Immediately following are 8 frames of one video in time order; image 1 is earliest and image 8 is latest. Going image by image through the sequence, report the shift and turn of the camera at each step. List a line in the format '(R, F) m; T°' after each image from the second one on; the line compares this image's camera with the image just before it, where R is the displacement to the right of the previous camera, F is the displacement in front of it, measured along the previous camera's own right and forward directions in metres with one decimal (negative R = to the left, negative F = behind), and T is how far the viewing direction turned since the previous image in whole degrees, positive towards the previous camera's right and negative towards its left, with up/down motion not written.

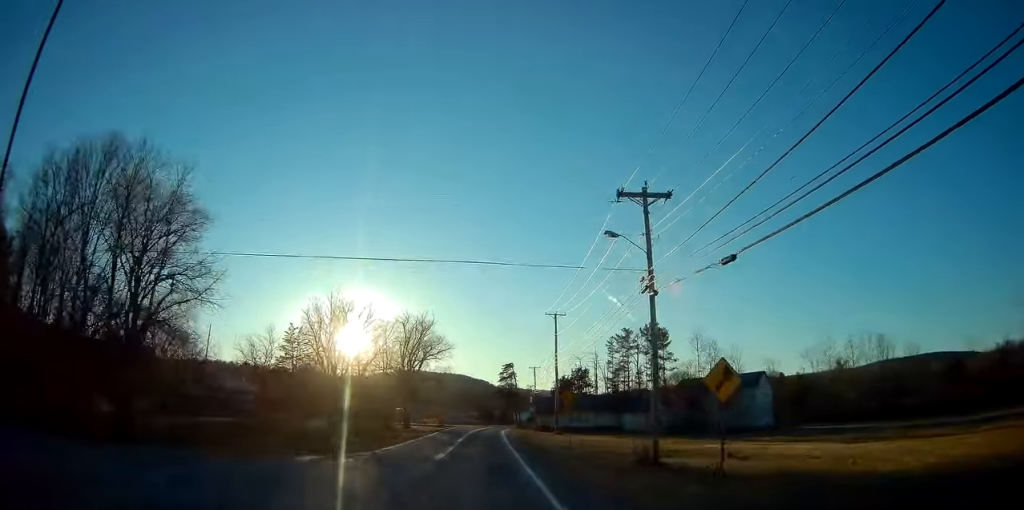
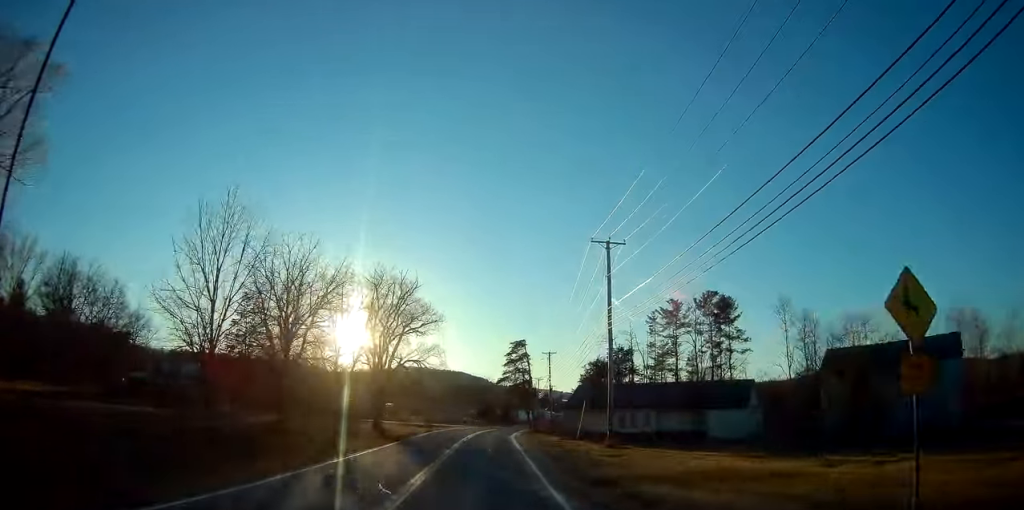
(-0.5, +28.2) m; 0°
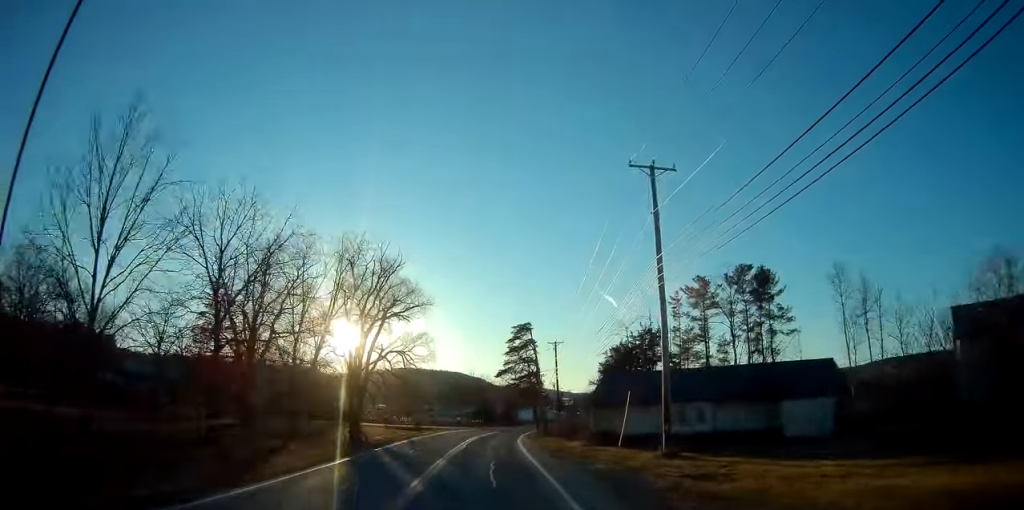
(0.0, +12.3) m; +1°
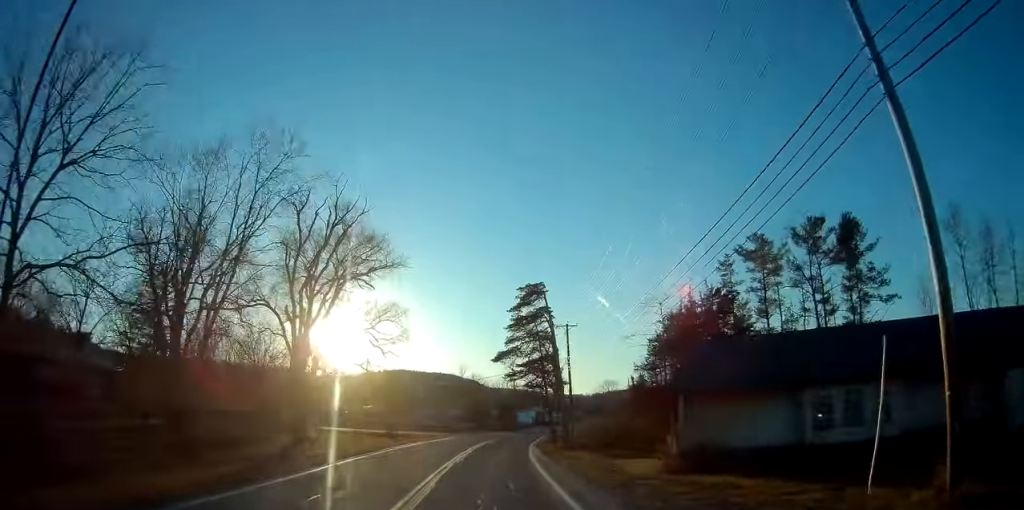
(+0.3, +18.2) m; -1°
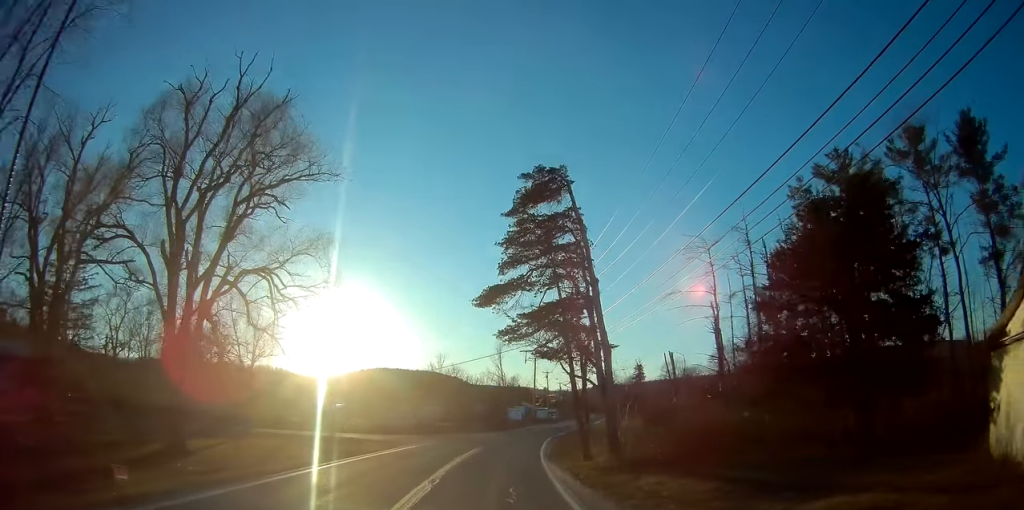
(-0.3, +18.1) m; -6°
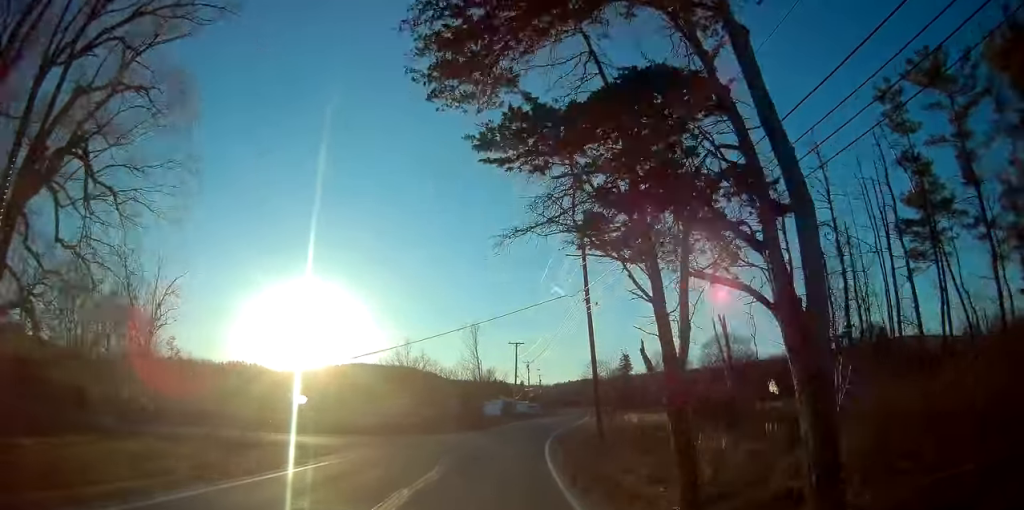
(-2.2, +14.2) m; +6°
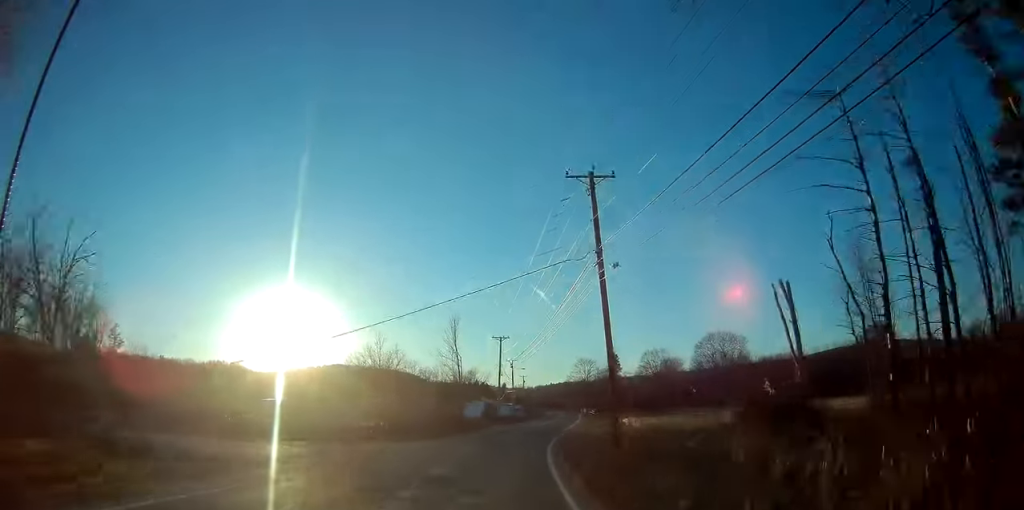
(+1.2, +8.8) m; +7°
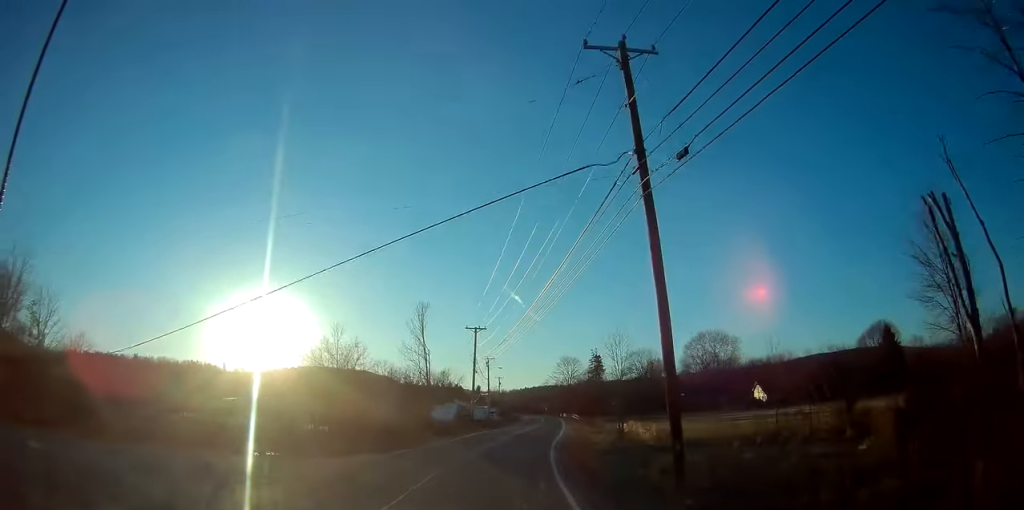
(+2.2, +11.0) m; +9°
